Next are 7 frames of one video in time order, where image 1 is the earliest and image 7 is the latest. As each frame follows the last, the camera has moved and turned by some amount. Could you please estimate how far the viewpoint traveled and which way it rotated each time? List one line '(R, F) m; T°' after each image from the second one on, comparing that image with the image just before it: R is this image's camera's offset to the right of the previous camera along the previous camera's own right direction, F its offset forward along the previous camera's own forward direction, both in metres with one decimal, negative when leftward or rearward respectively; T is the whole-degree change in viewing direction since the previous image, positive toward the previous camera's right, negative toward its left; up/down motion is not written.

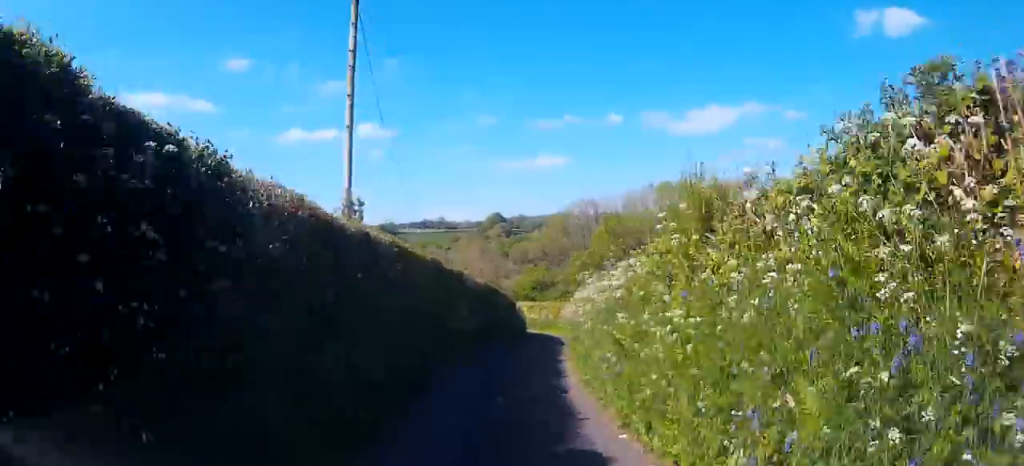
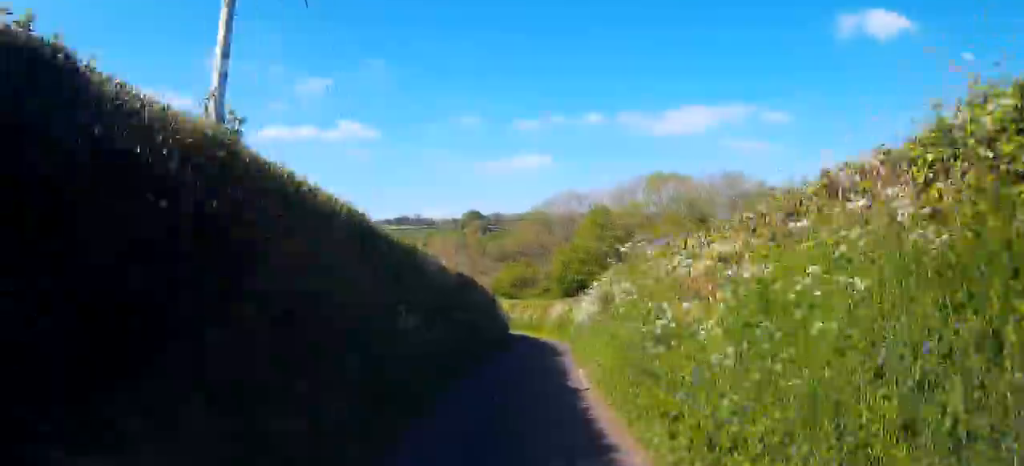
(+0.1, +6.6) m; +2°
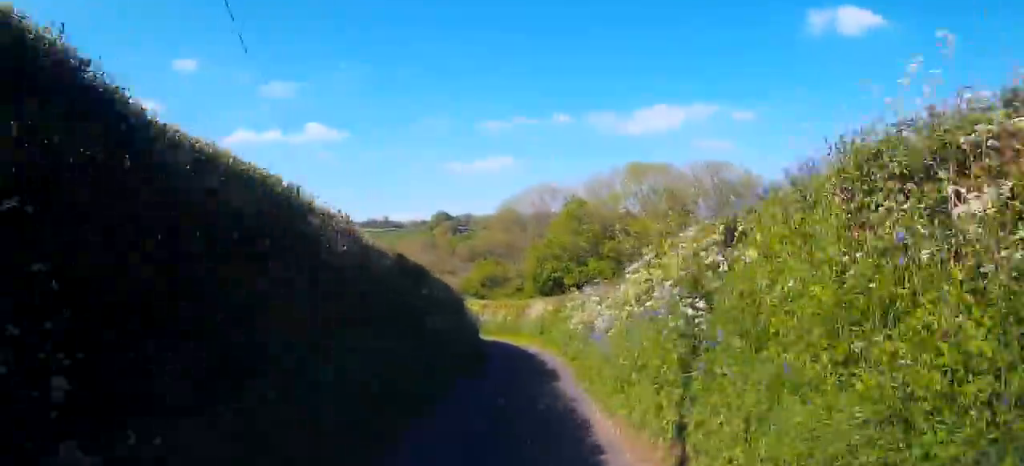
(+0.1, +6.2) m; +2°
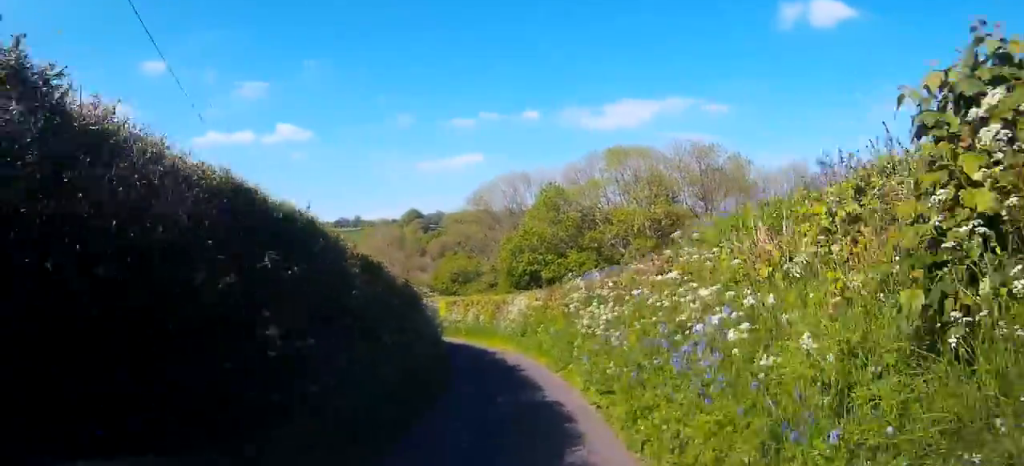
(+0.1, +6.3) m; +1°
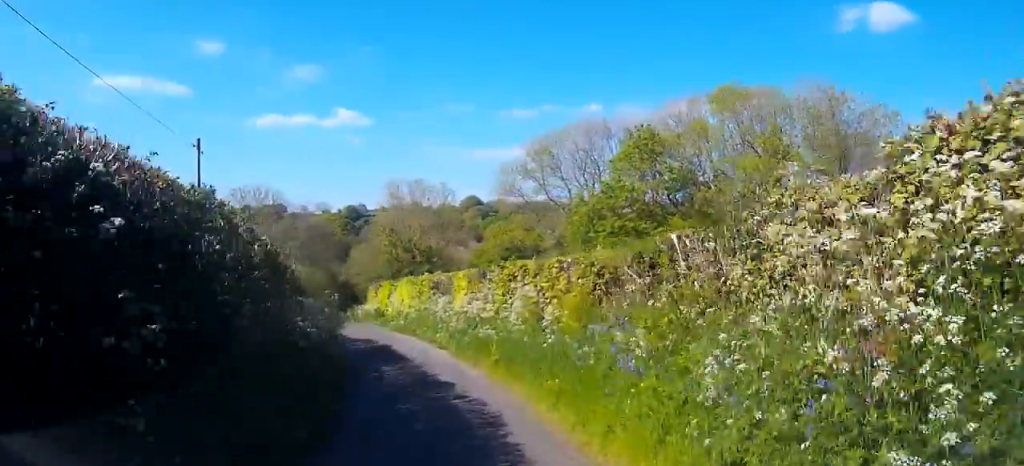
(-0.9, +21.3) m; -9°
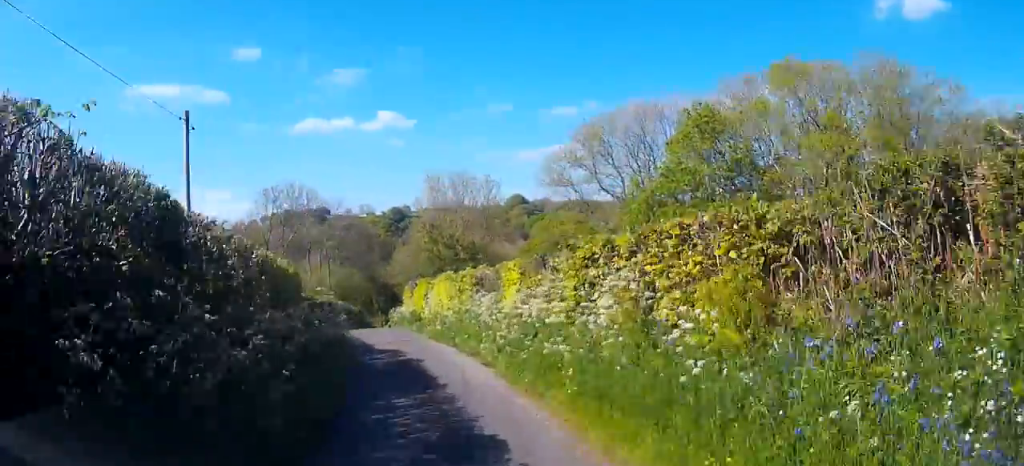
(-0.1, +4.6) m; -4°
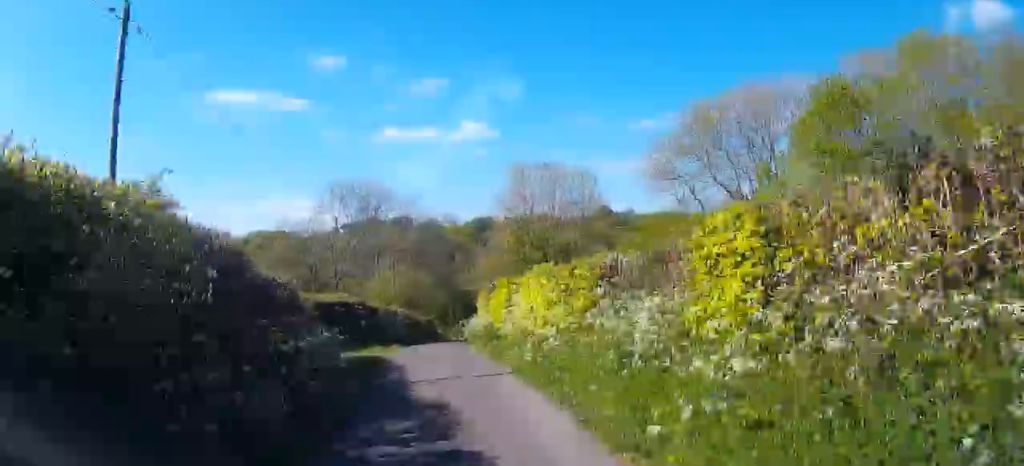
(-0.6, +8.7) m; -7°
